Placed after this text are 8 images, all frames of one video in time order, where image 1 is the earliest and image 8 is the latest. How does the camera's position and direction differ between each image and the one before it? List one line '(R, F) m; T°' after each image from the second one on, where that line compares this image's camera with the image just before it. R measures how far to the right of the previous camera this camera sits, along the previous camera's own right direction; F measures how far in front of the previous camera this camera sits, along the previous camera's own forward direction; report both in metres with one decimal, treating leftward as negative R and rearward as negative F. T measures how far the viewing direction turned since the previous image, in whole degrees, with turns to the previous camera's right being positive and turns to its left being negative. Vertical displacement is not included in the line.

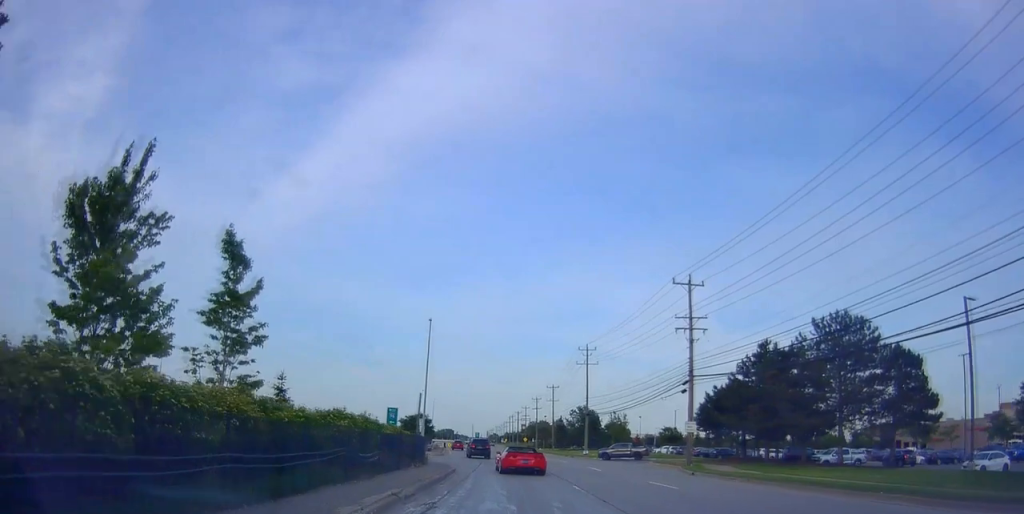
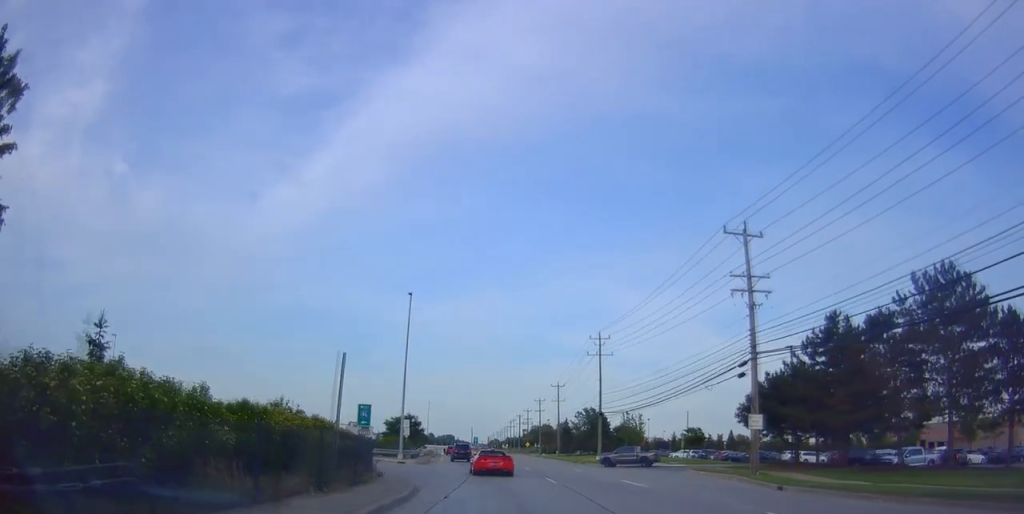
(+0.2, +10.9) m; 0°
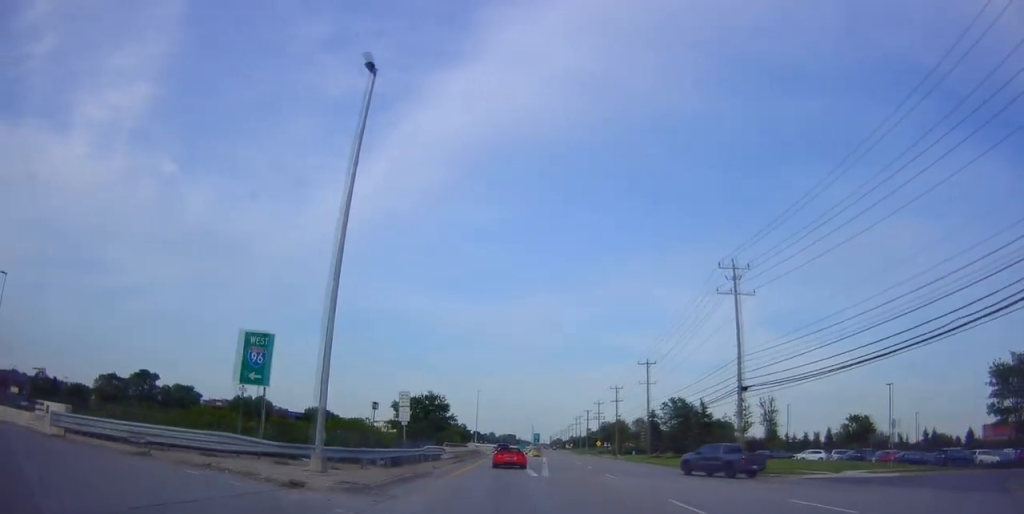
(-1.1, +27.3) m; -6°
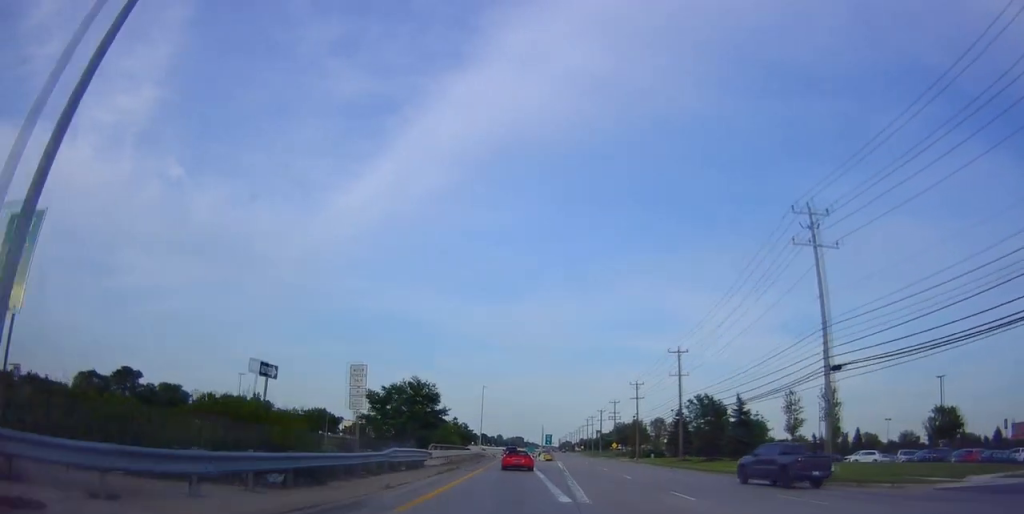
(-0.3, +11.2) m; -1°
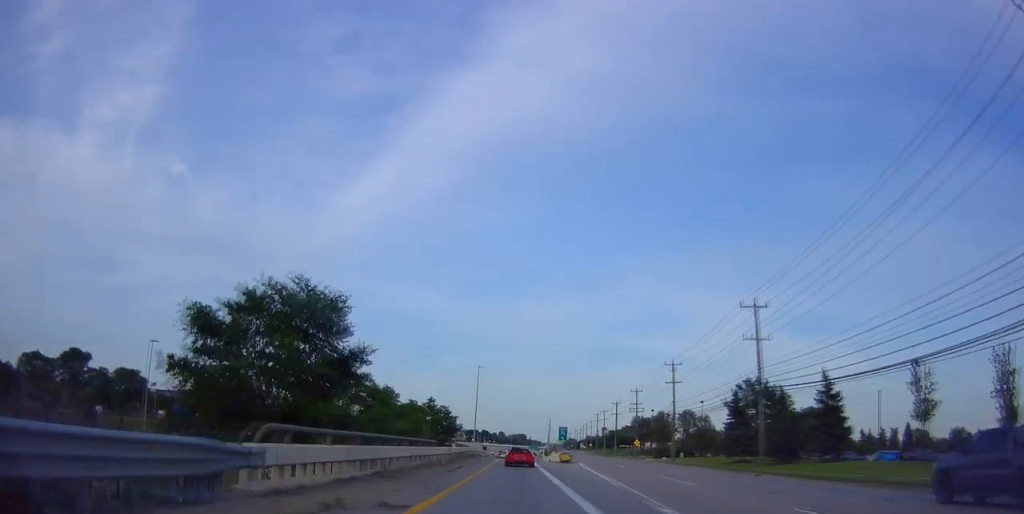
(0.0, +21.2) m; 0°
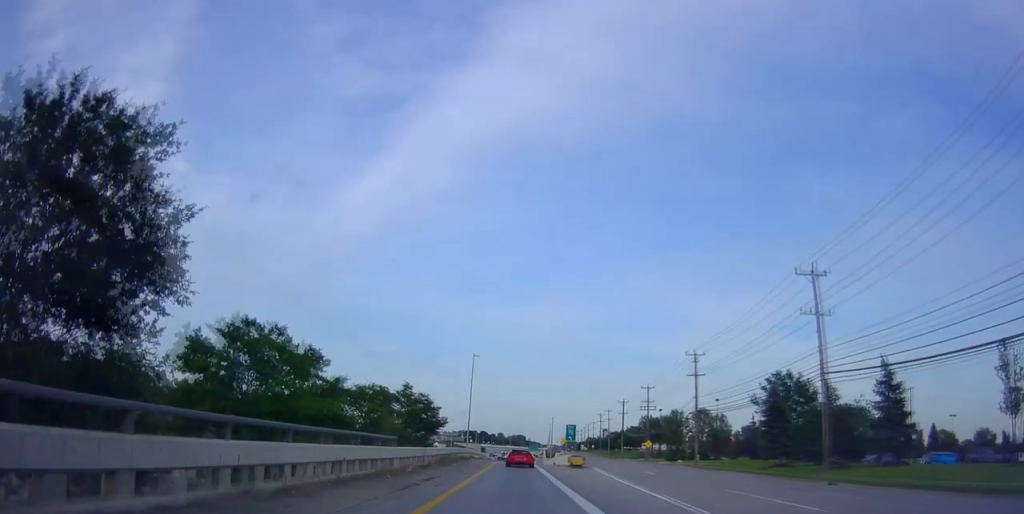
(+0.1, +10.0) m; -1°
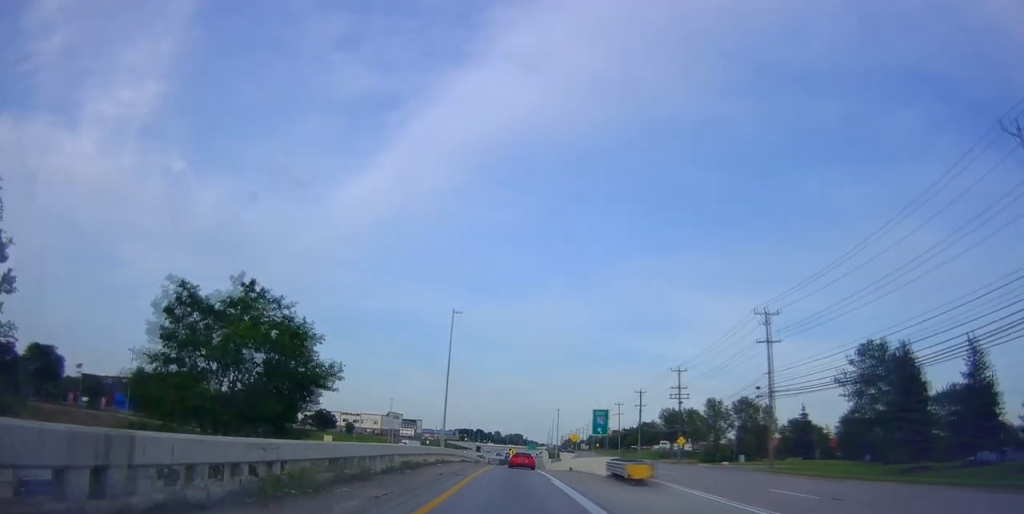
(-0.4, +21.5) m; 0°
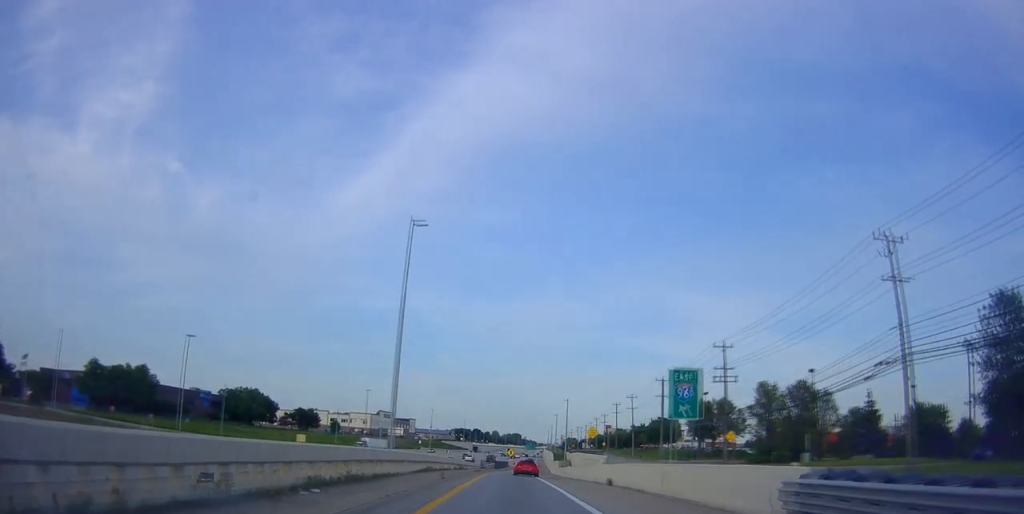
(+0.5, +19.4) m; -1°
